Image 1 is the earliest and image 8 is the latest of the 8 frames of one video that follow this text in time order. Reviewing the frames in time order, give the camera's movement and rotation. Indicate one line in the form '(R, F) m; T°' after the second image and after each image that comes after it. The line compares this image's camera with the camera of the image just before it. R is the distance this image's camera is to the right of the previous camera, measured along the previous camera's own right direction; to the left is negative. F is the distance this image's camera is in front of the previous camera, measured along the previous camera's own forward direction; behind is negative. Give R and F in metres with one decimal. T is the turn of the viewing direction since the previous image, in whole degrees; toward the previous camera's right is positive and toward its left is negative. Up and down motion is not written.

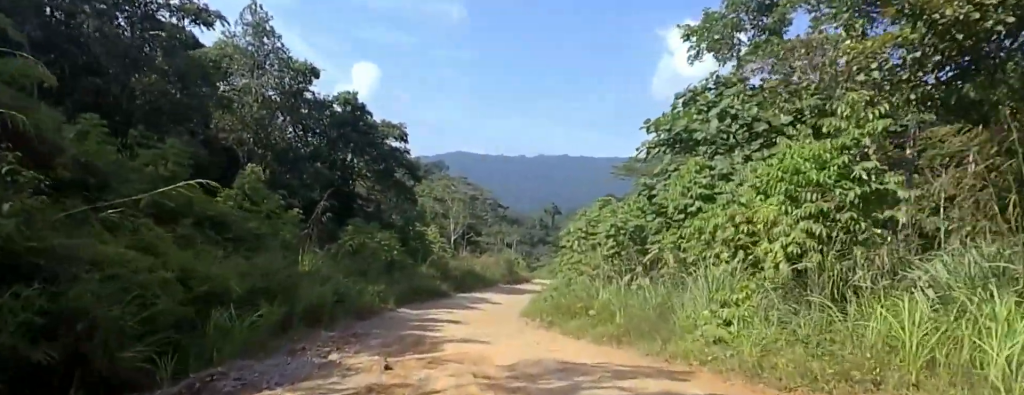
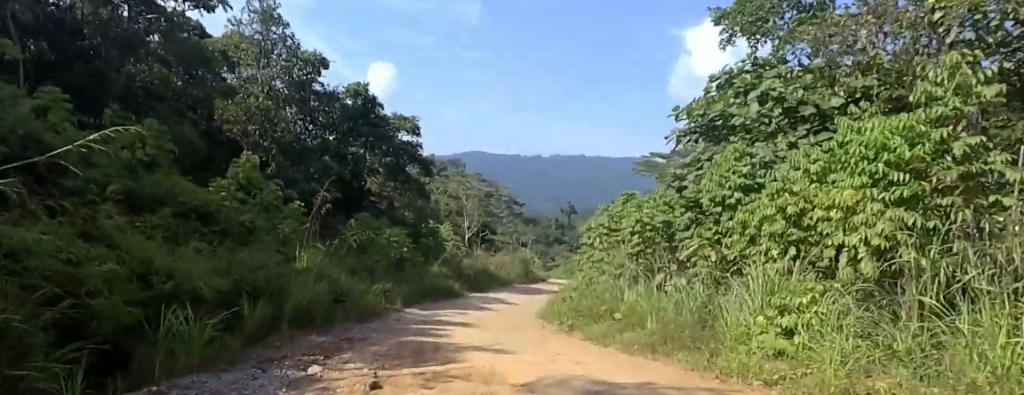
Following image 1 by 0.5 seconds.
(0.0, +1.5) m; 0°
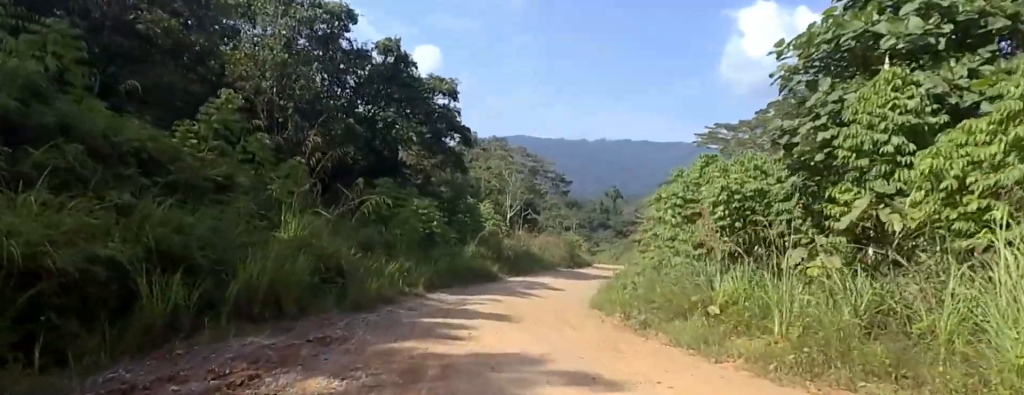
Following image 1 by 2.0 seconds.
(0.0, +4.4) m; 0°
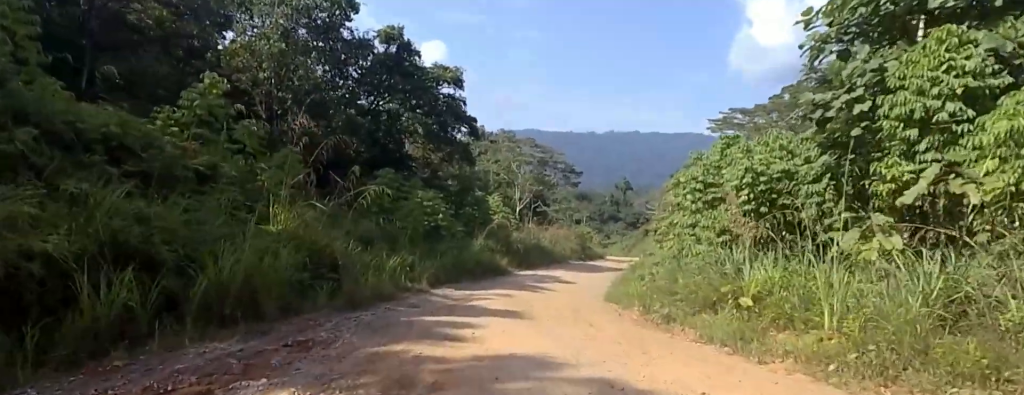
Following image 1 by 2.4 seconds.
(0.0, +1.2) m; 0°
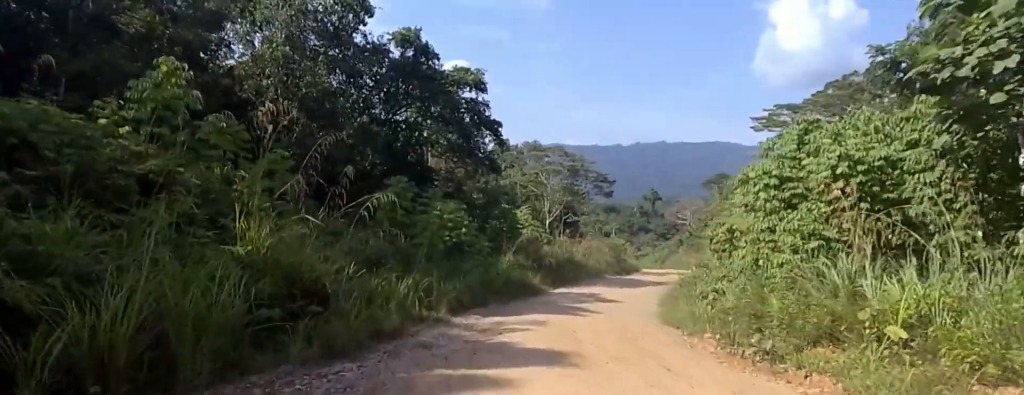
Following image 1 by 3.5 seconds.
(0.0, +3.7) m; 0°
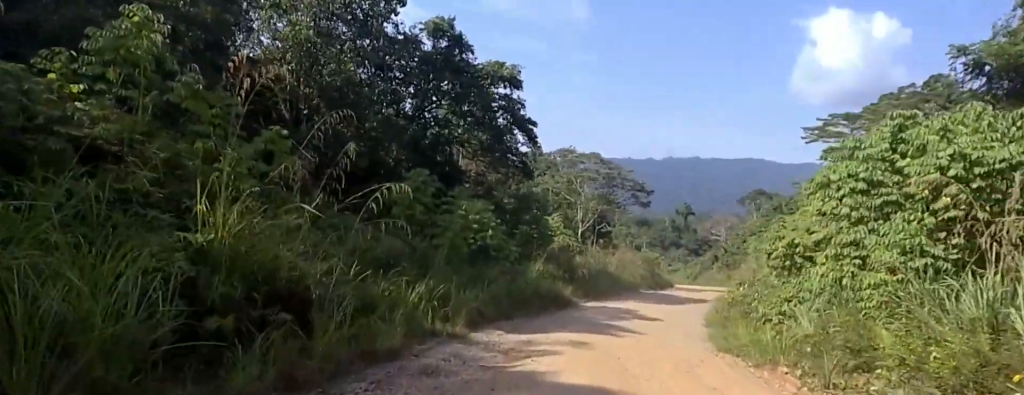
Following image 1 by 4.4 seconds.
(0.0, +3.1) m; 0°
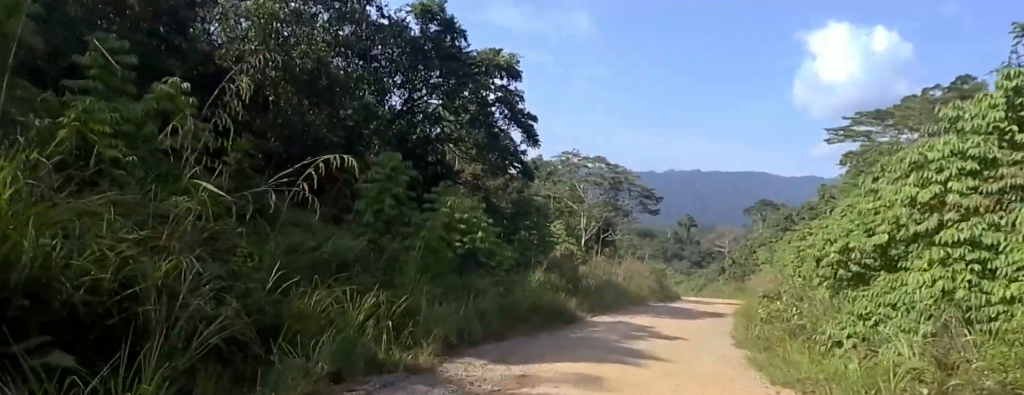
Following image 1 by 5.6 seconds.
(0.0, +5.0) m; 0°
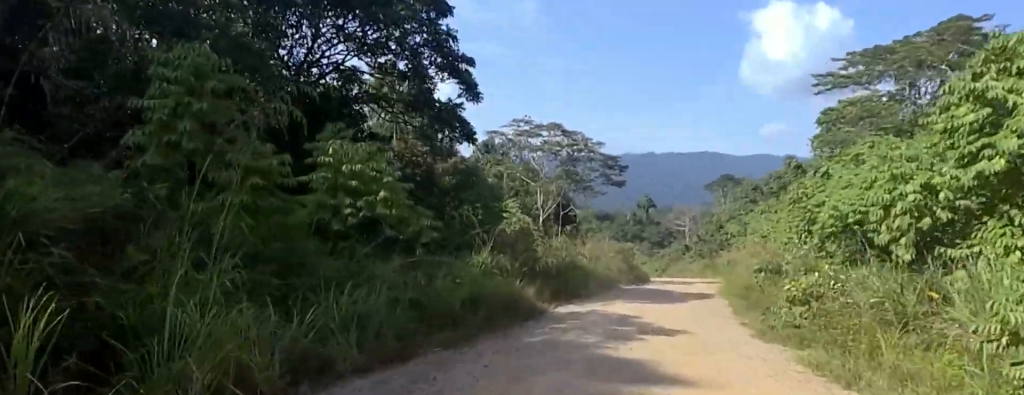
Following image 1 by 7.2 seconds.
(-0.1, +8.2) m; -8°
